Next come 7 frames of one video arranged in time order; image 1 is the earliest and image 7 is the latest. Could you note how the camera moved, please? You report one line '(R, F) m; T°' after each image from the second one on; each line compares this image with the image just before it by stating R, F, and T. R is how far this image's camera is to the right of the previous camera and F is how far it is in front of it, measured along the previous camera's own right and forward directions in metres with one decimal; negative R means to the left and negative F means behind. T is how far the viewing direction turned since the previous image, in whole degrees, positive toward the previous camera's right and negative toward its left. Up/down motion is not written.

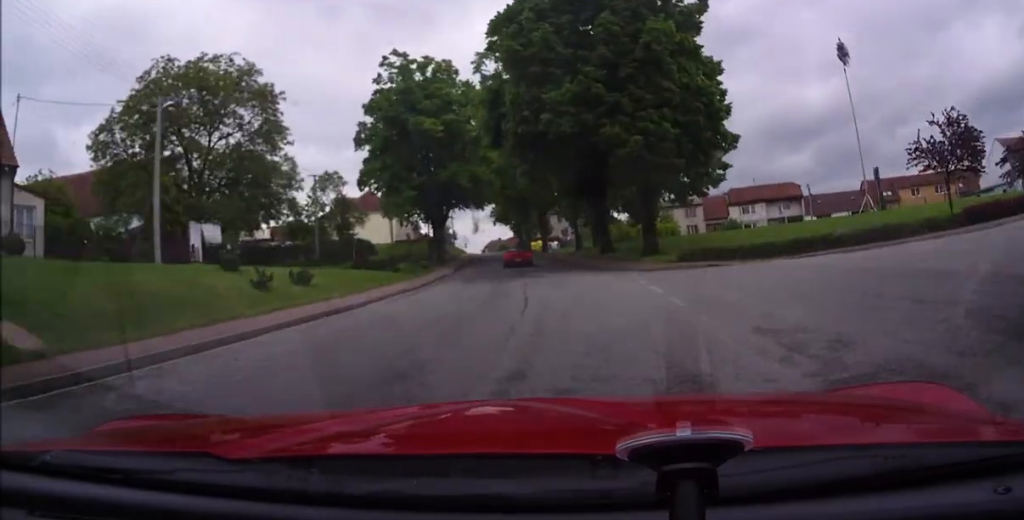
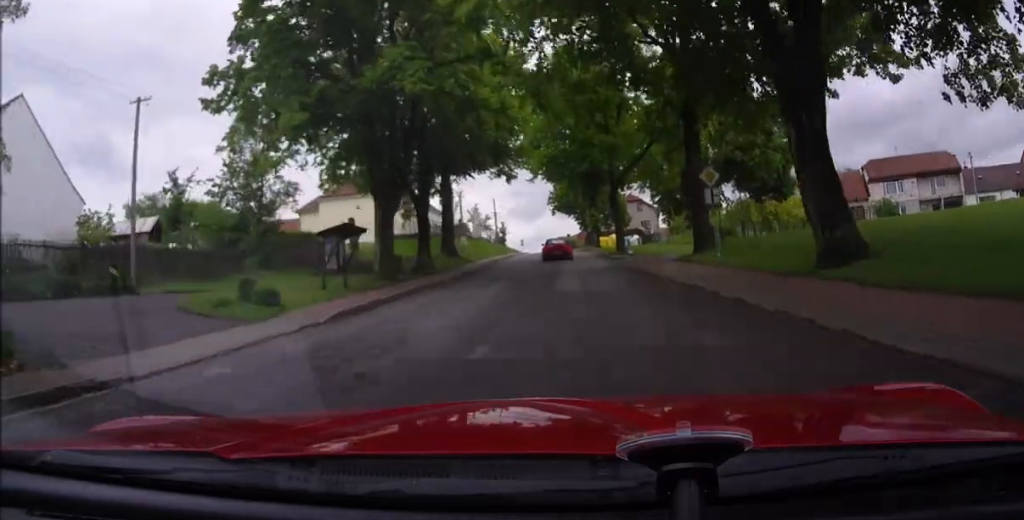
(0.0, +30.5) m; 0°
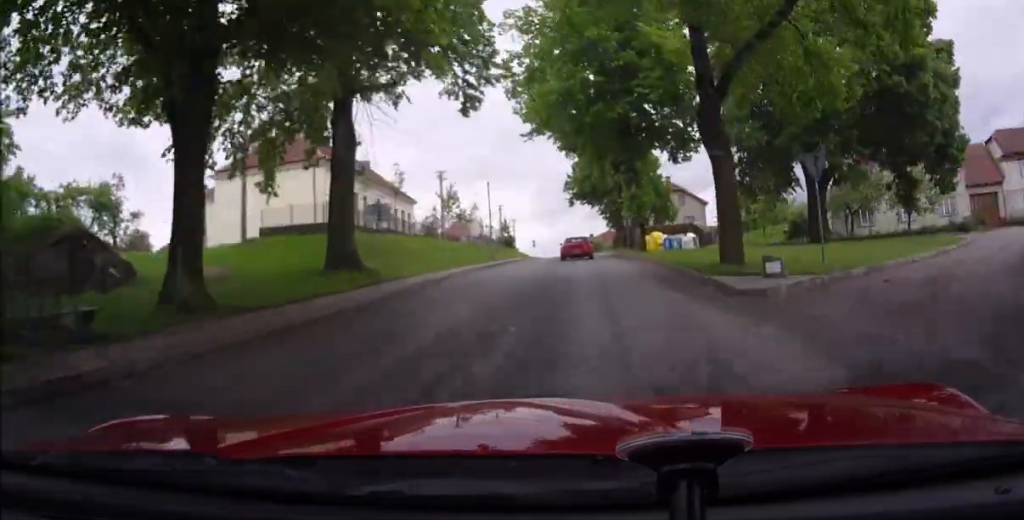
(0.0, +24.4) m; 0°
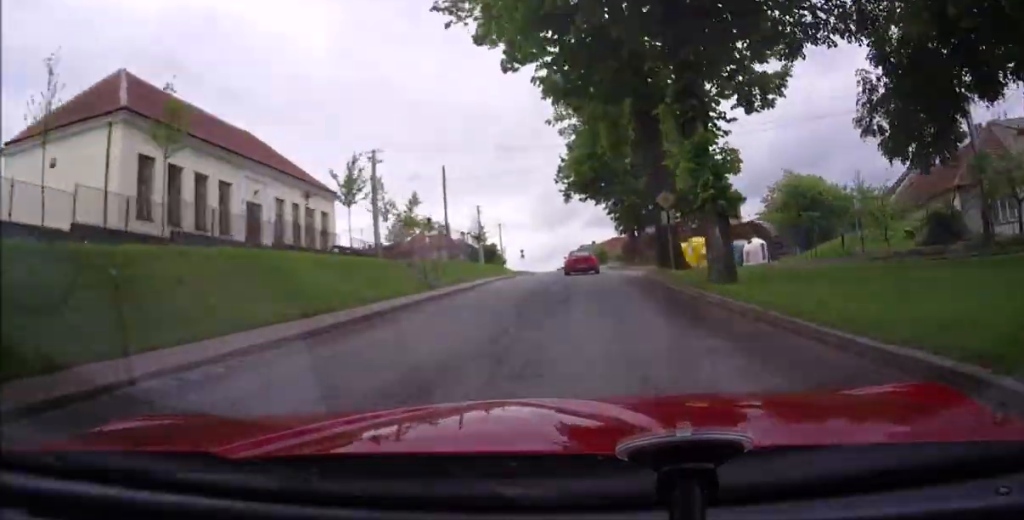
(0.0, +20.2) m; 0°
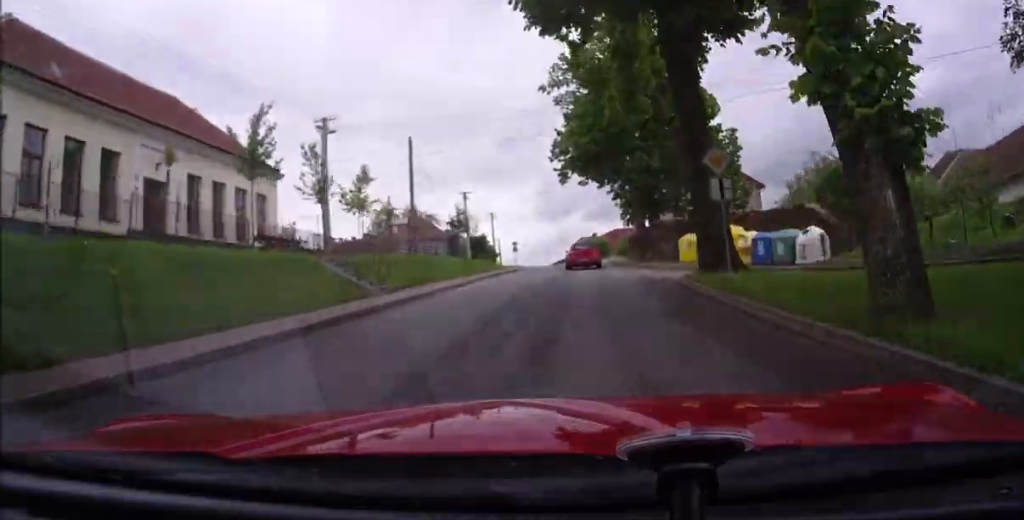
(0.0, +8.6) m; 0°
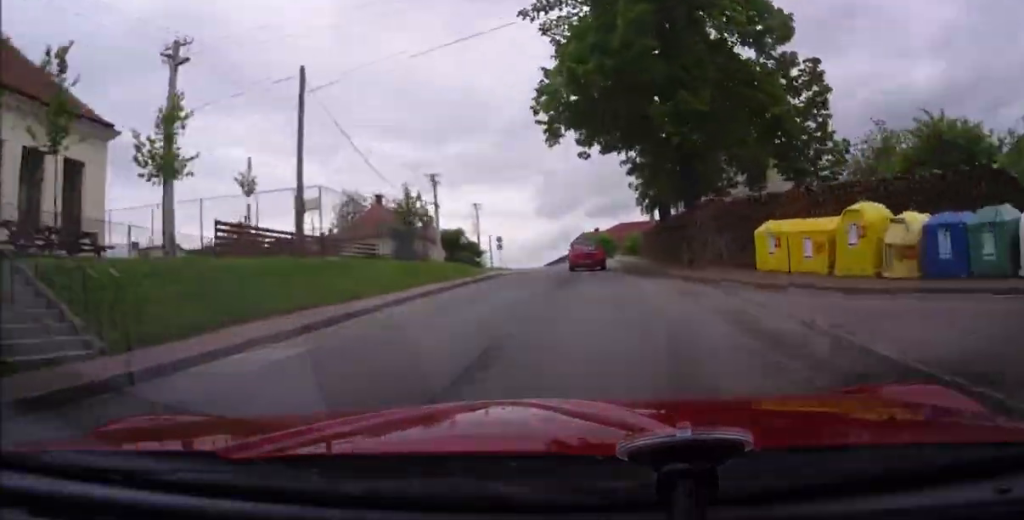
(0.0, +14.1) m; -2°
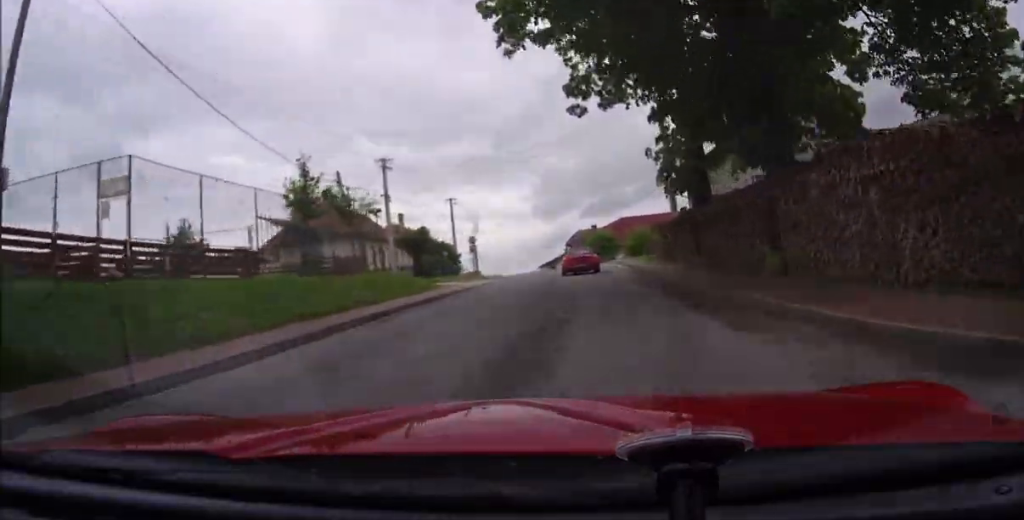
(-0.3, +12.2) m; -2°
